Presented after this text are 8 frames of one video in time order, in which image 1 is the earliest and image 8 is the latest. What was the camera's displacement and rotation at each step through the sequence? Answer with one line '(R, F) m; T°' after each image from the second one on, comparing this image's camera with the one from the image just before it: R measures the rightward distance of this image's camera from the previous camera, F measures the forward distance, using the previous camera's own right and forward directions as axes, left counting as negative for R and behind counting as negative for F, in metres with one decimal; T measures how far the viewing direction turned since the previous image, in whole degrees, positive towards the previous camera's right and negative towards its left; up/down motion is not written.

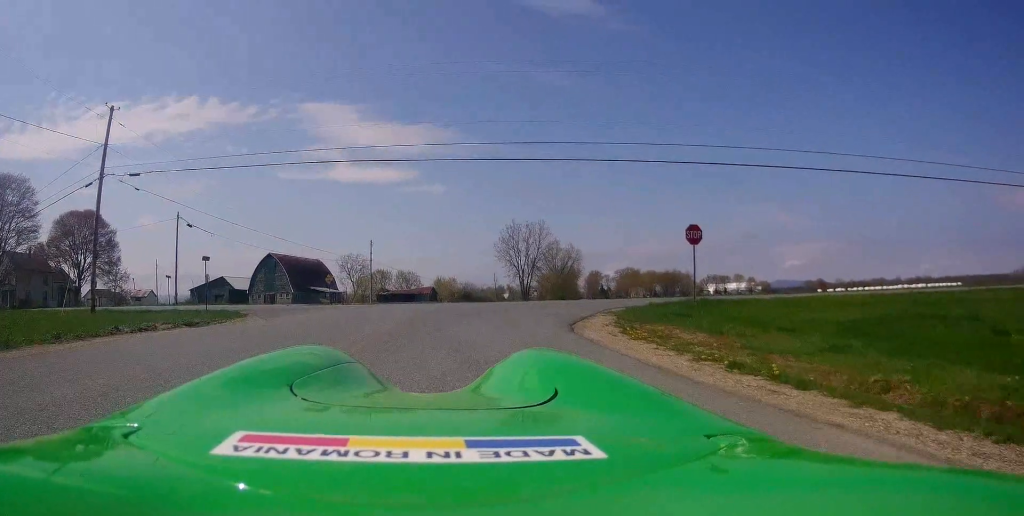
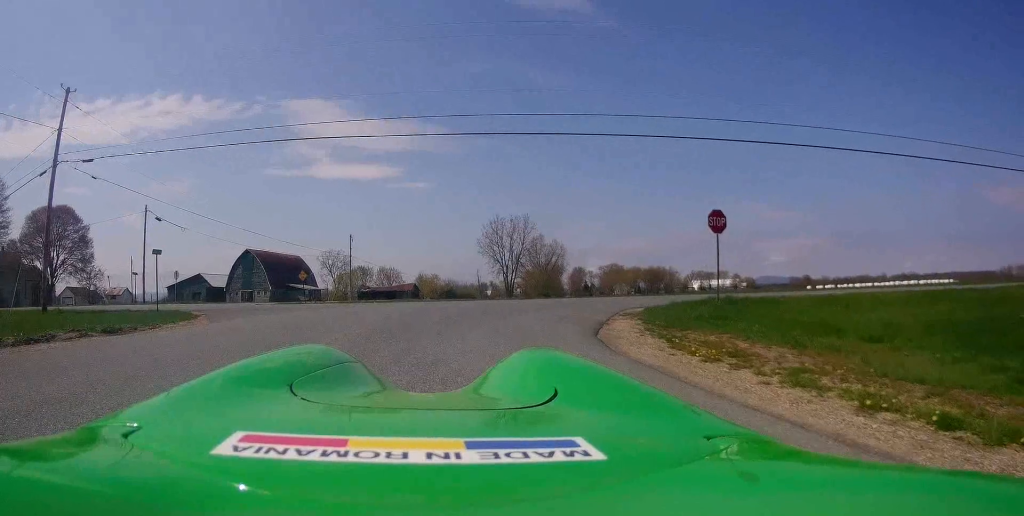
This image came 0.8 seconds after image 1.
(0.0, +3.6) m; +1°
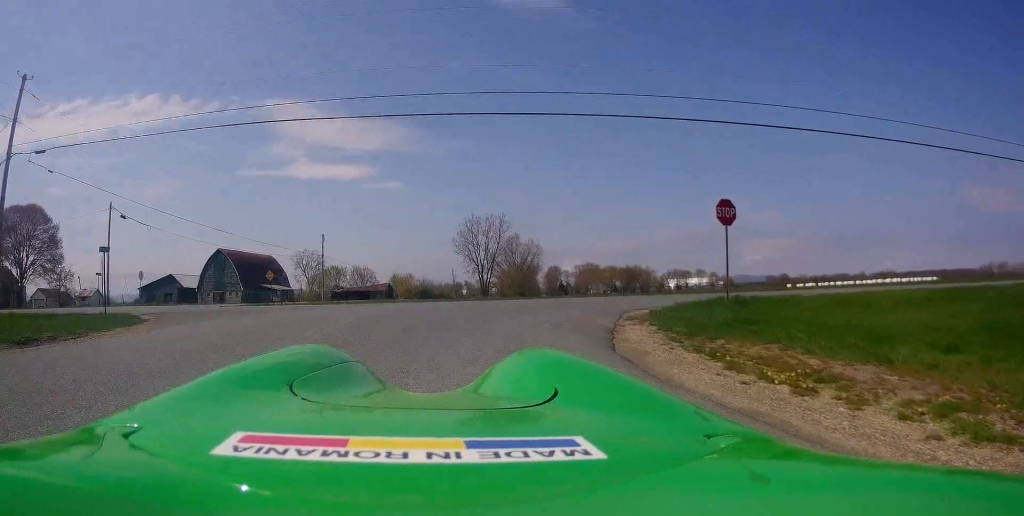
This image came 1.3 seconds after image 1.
(0.0, +2.5) m; +4°
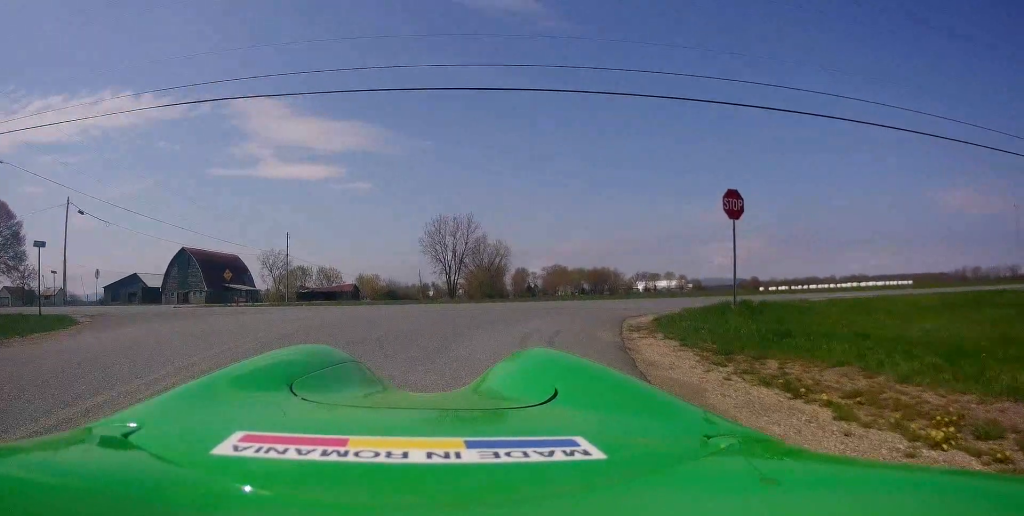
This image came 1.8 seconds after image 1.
(+0.1, +2.5) m; +4°
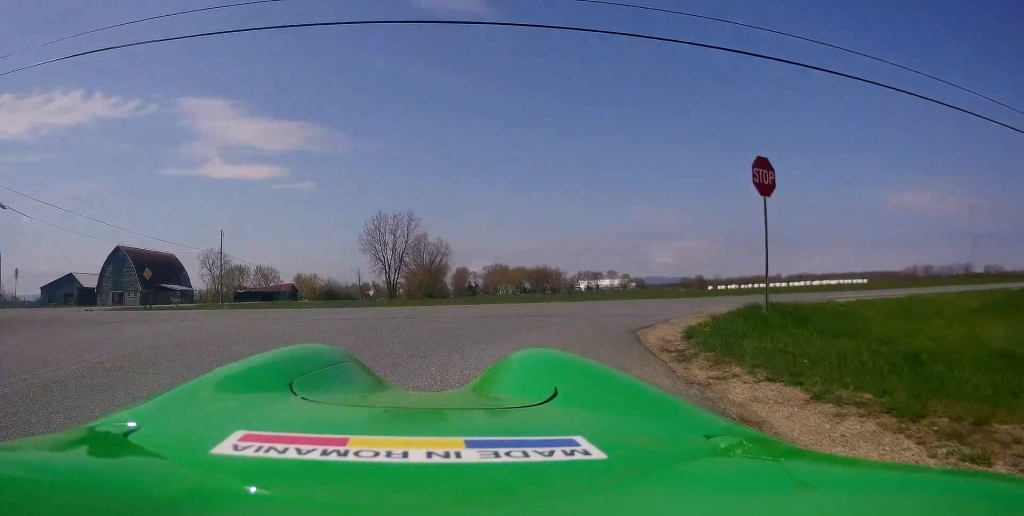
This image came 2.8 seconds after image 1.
(+0.4, +4.1) m; +5°
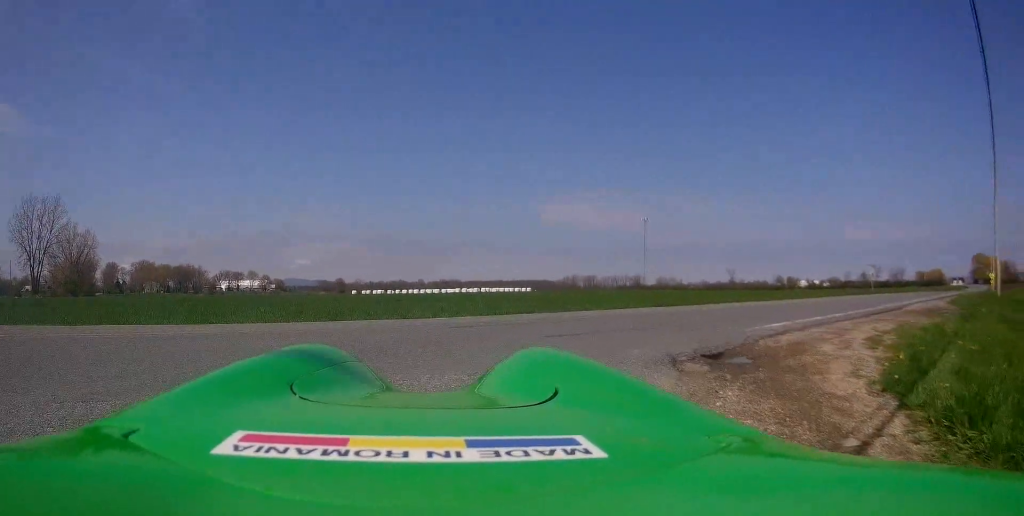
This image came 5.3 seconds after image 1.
(+2.5, +10.7) m; +36°
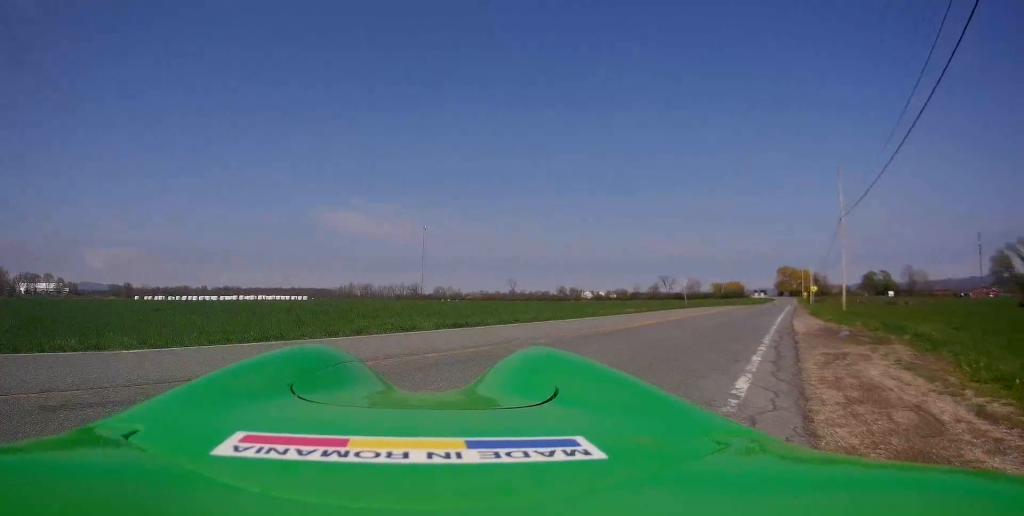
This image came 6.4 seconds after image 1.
(+0.8, +4.8) m; +15°
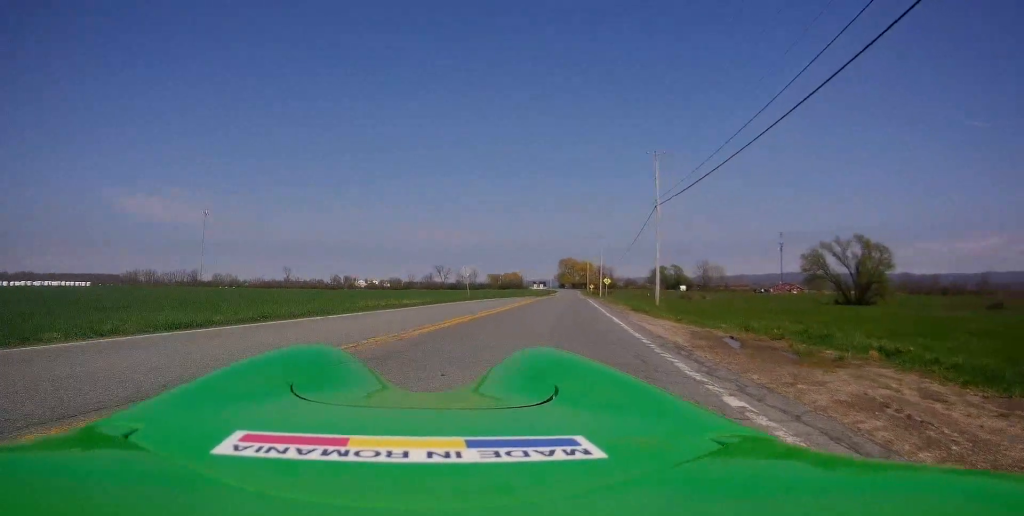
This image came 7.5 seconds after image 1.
(+0.4, +4.8) m; +17°
